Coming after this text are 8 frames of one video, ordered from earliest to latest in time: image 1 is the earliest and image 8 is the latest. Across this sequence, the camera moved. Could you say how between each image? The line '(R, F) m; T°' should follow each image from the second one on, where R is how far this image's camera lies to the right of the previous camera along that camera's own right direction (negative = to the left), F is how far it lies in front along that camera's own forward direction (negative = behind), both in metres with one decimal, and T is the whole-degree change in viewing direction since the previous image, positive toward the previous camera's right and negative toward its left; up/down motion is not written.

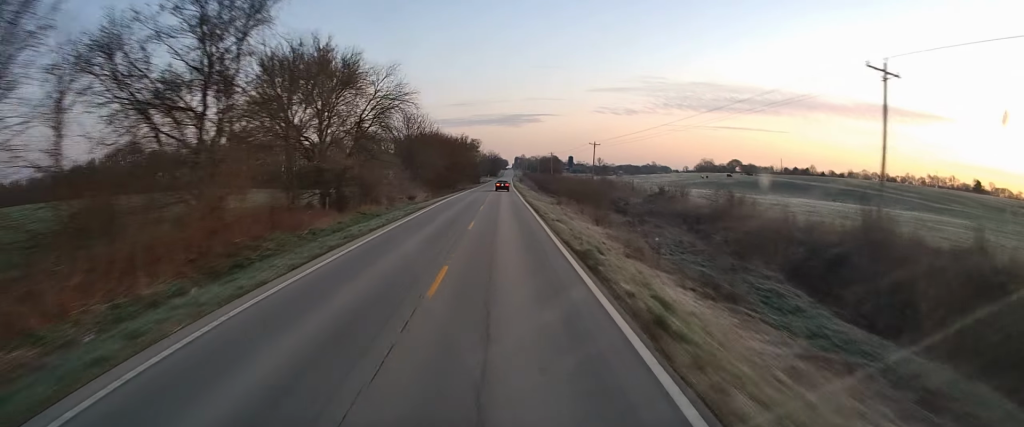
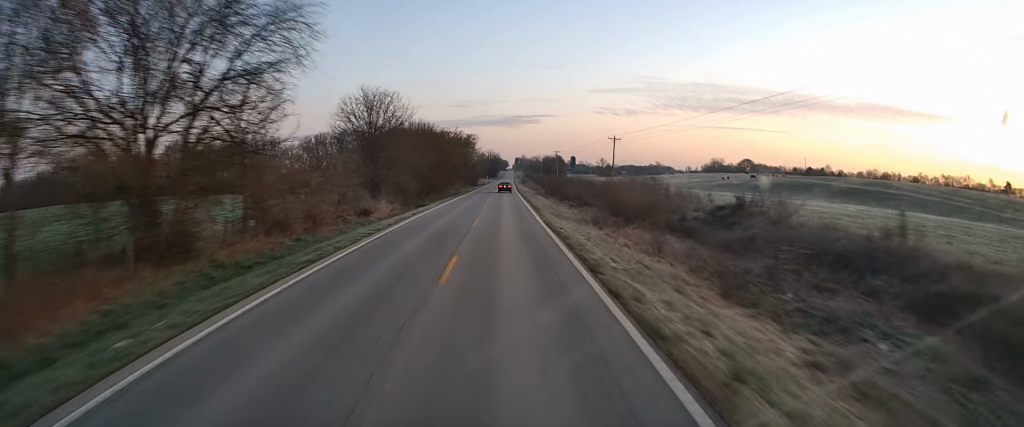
(+0.9, +23.1) m; 0°
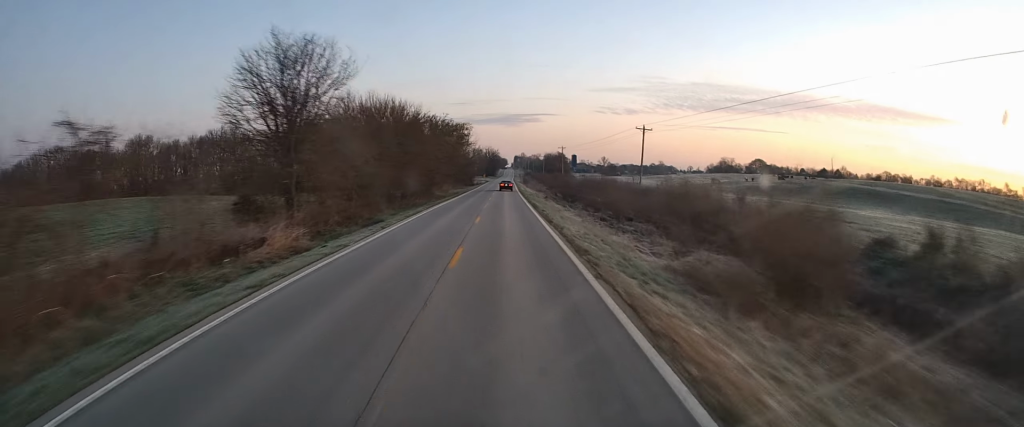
(-0.4, +22.9) m; -1°
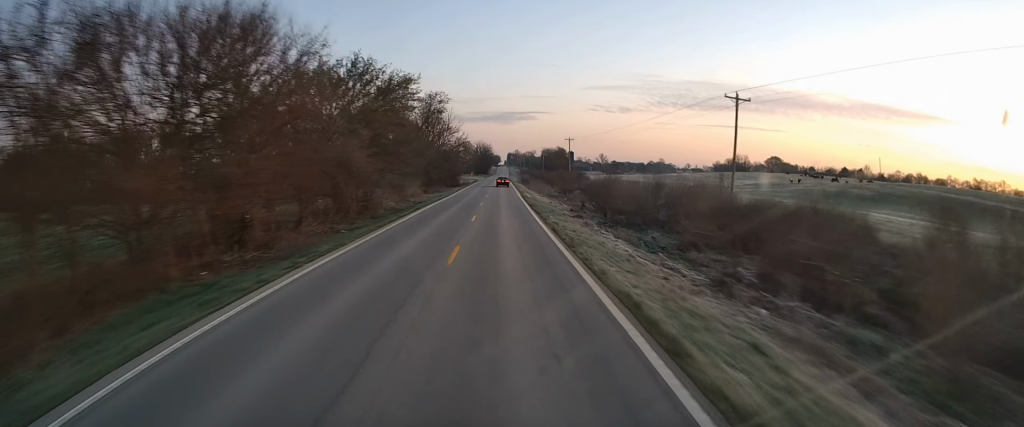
(-0.2, +36.3) m; -1°
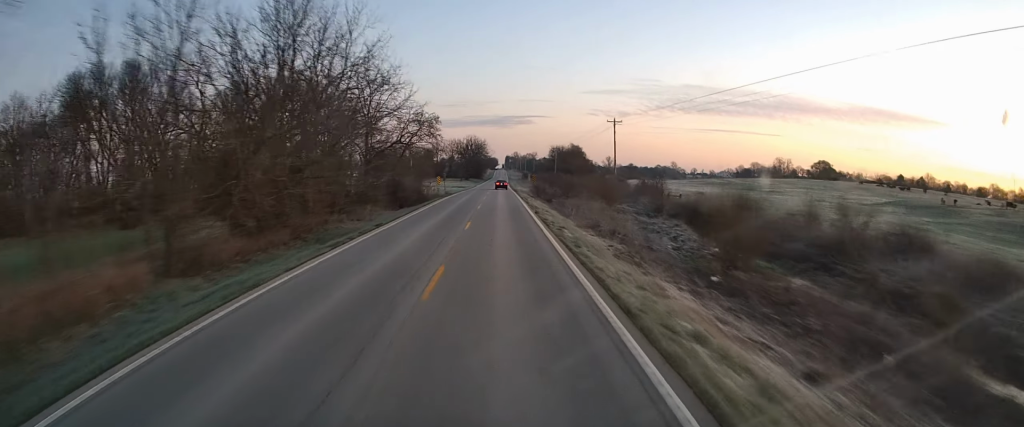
(-0.9, +64.6) m; 0°
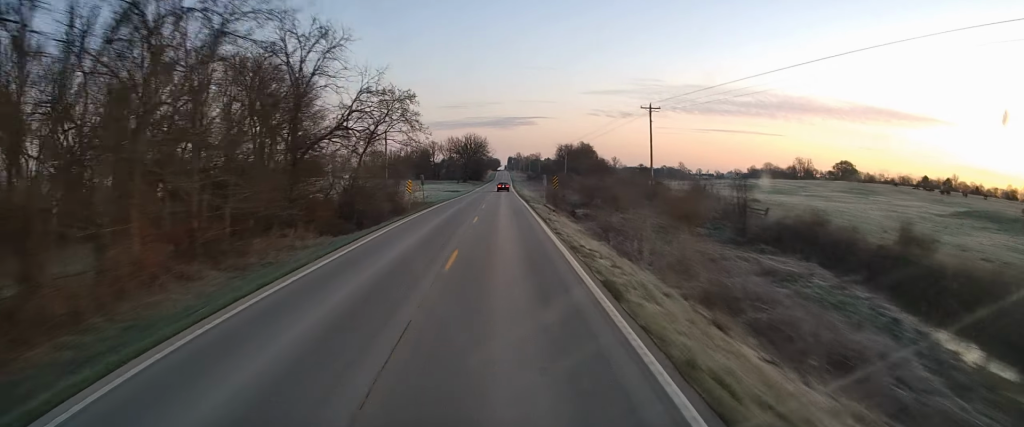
(+0.4, +21.3) m; +2°
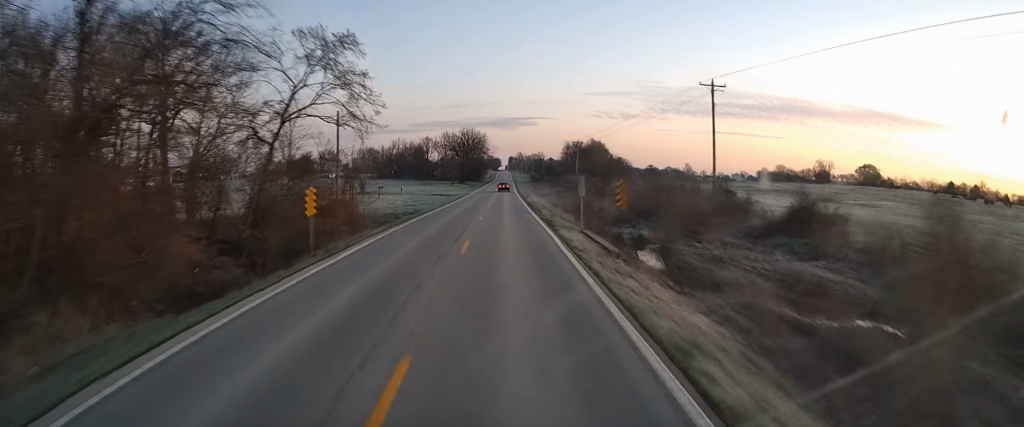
(+0.3, +21.3) m; 0°
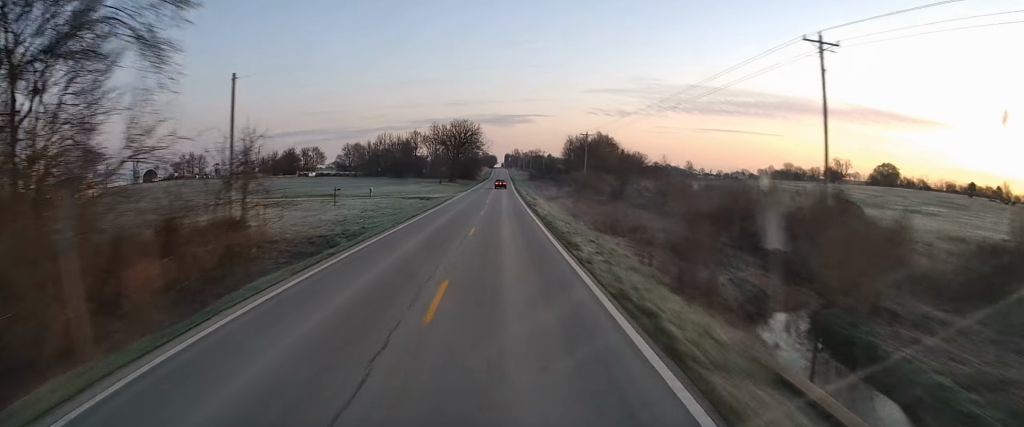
(+0.1, +19.4) m; 0°
